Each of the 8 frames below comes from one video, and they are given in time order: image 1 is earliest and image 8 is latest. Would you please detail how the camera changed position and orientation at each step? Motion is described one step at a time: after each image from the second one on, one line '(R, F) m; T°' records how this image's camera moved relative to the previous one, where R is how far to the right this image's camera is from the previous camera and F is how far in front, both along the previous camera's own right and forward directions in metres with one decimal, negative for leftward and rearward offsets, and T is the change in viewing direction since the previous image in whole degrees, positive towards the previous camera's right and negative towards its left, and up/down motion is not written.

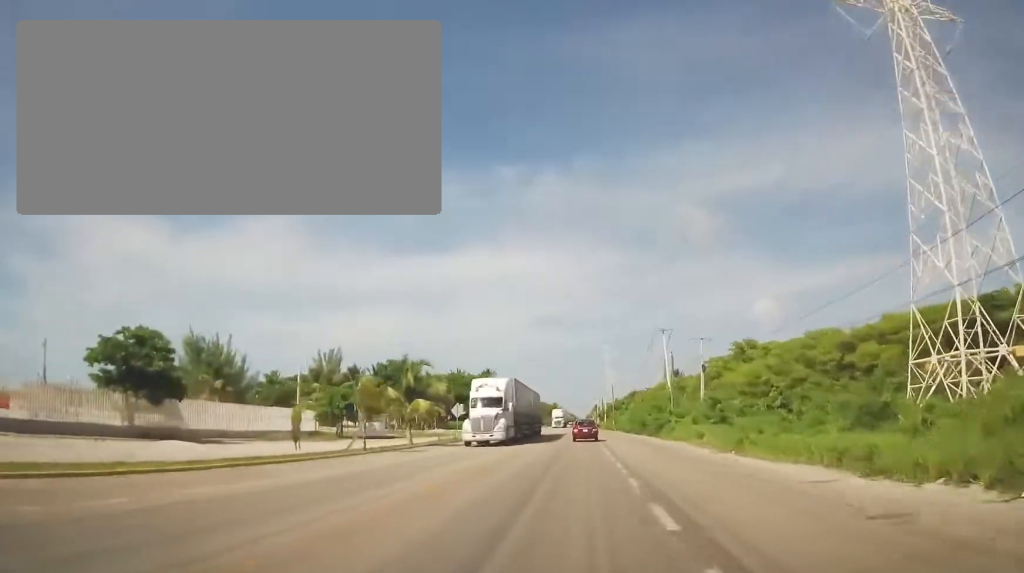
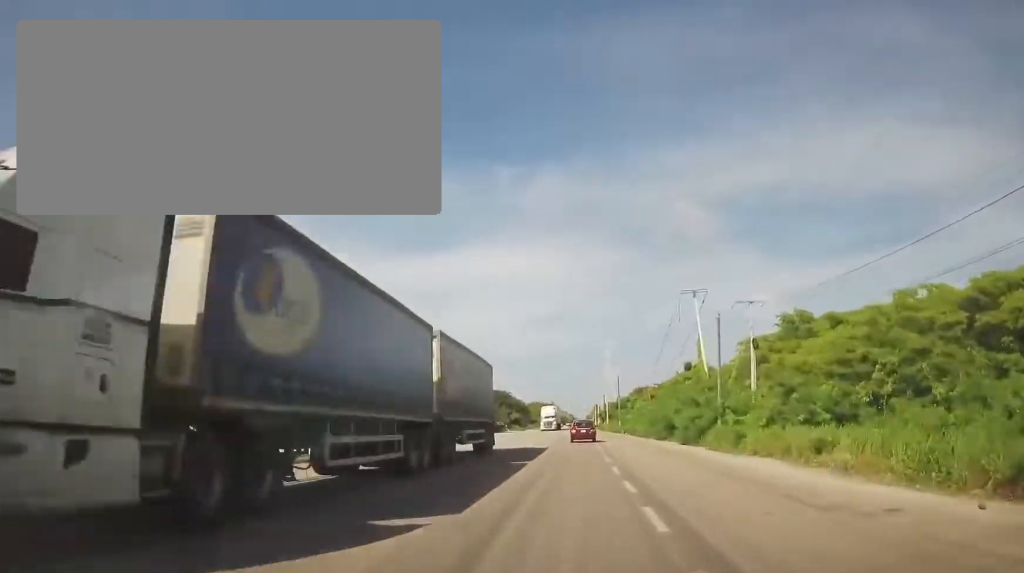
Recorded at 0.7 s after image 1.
(+0.1, +17.0) m; 0°
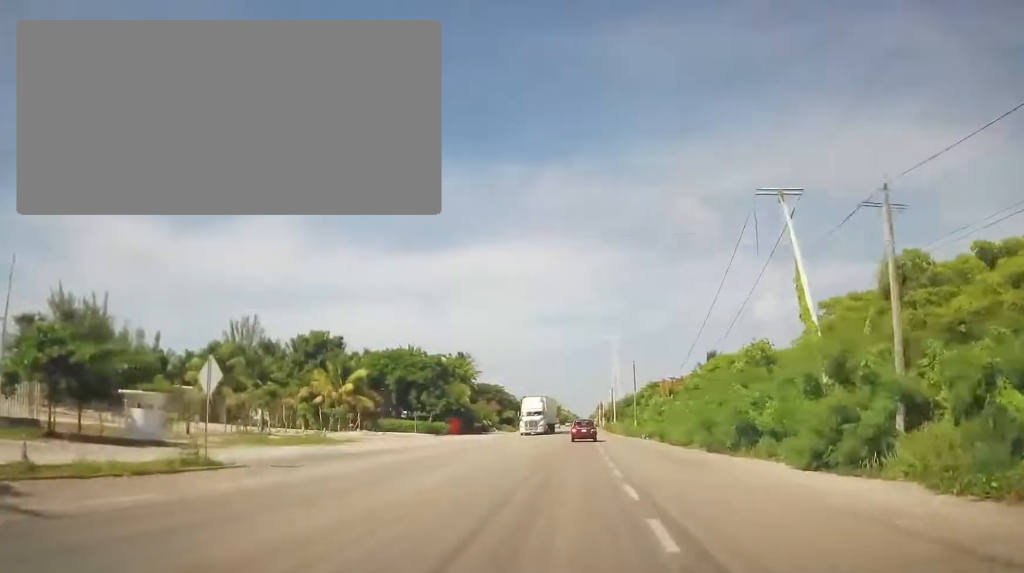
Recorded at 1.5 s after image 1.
(0.0, +18.1) m; -1°
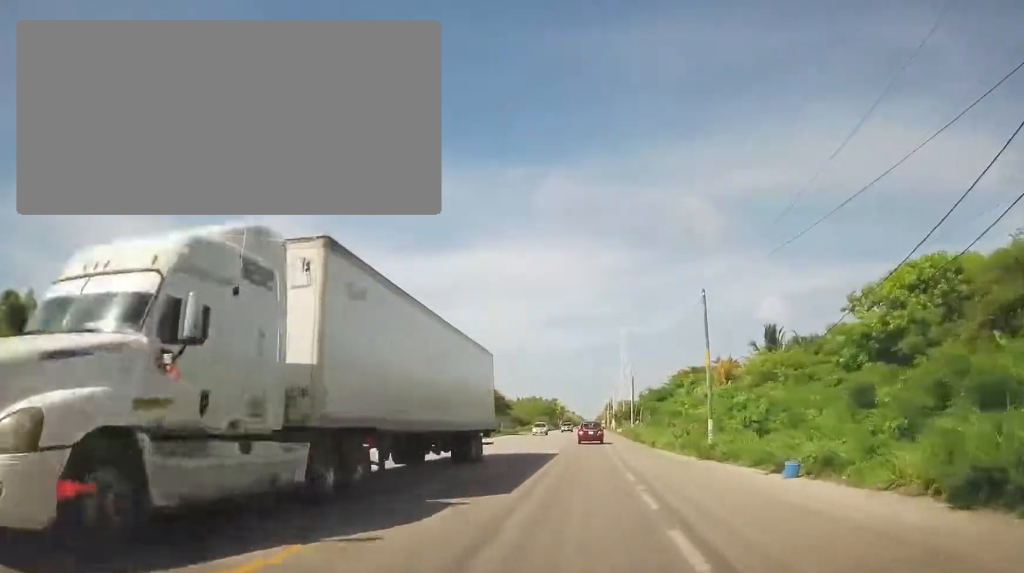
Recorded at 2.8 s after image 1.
(-0.9, +30.2) m; -2°
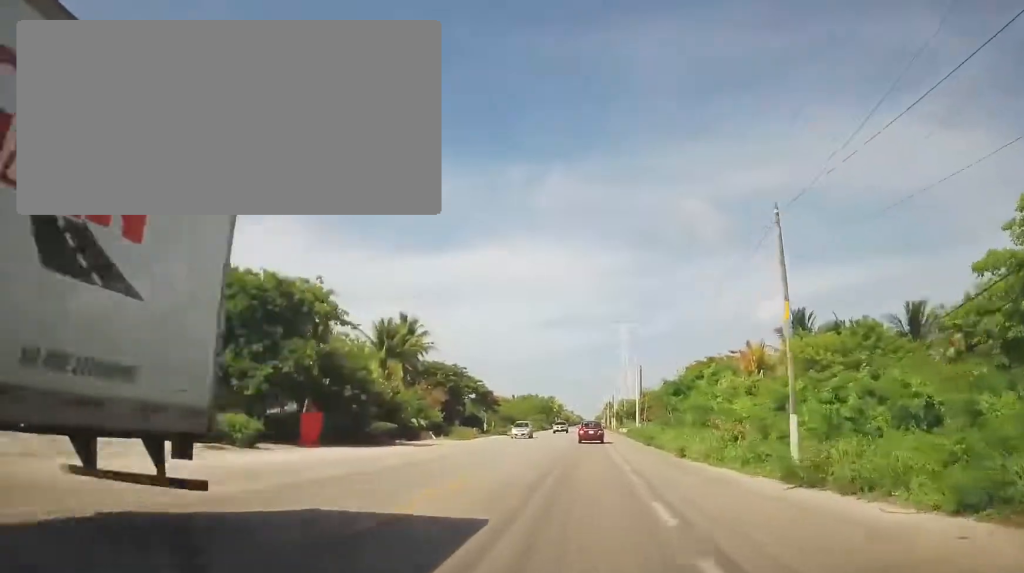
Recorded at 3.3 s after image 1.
(-0.3, +9.9) m; 0°
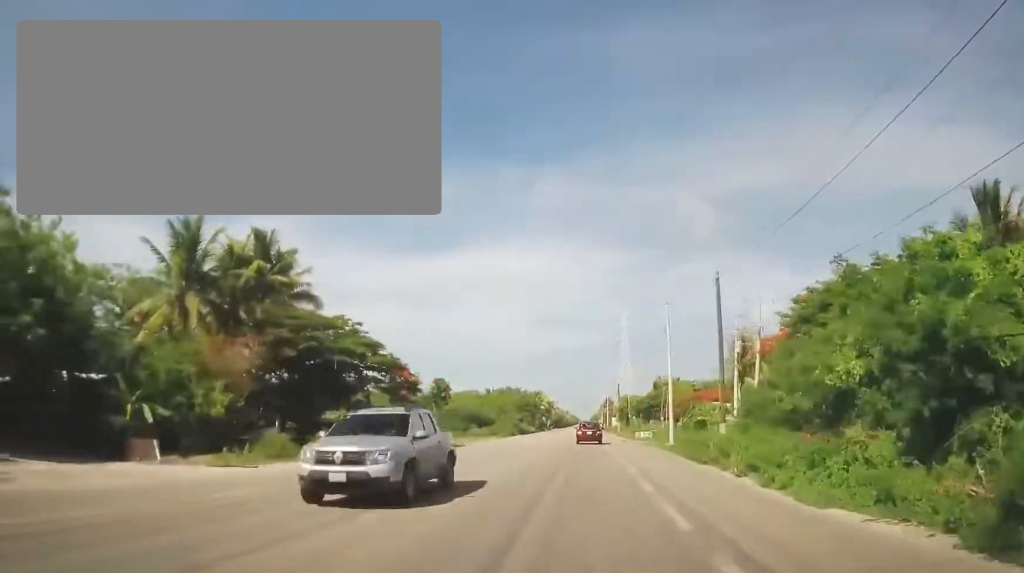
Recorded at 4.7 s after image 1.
(+1.2, +32.9) m; +2°
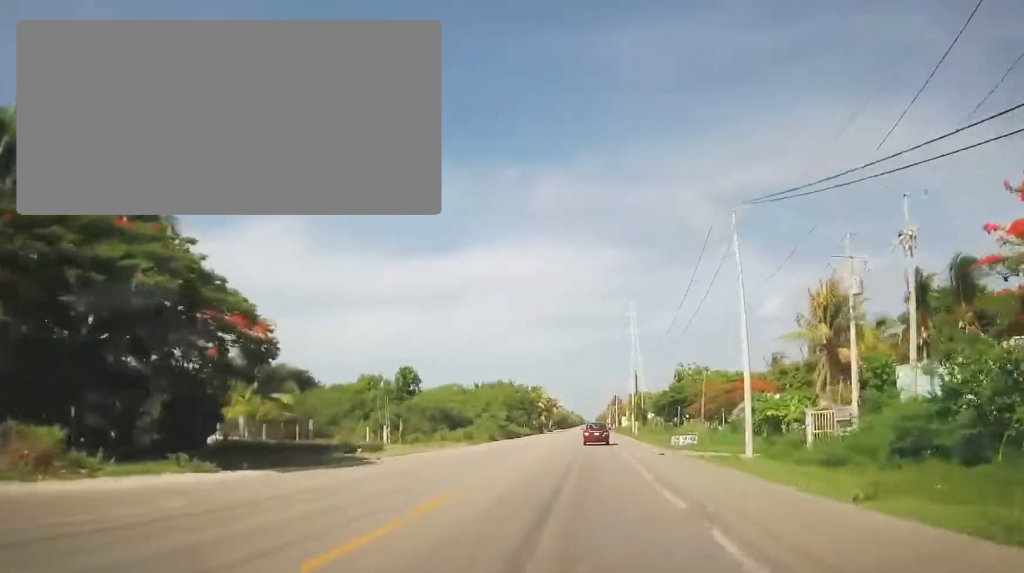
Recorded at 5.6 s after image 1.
(0.0, +19.1) m; -1°
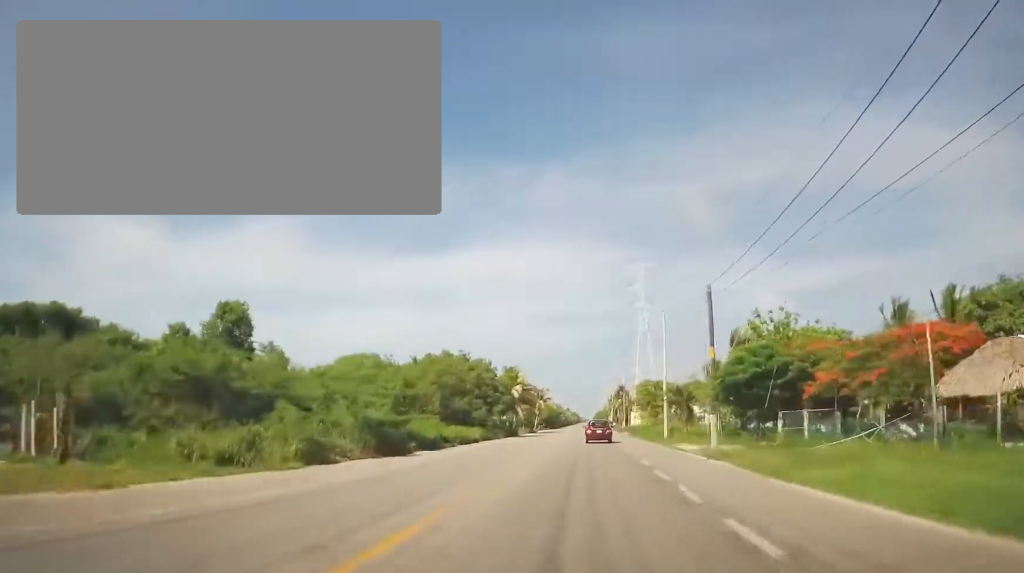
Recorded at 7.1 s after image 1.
(0.0, +36.5) m; 0°
